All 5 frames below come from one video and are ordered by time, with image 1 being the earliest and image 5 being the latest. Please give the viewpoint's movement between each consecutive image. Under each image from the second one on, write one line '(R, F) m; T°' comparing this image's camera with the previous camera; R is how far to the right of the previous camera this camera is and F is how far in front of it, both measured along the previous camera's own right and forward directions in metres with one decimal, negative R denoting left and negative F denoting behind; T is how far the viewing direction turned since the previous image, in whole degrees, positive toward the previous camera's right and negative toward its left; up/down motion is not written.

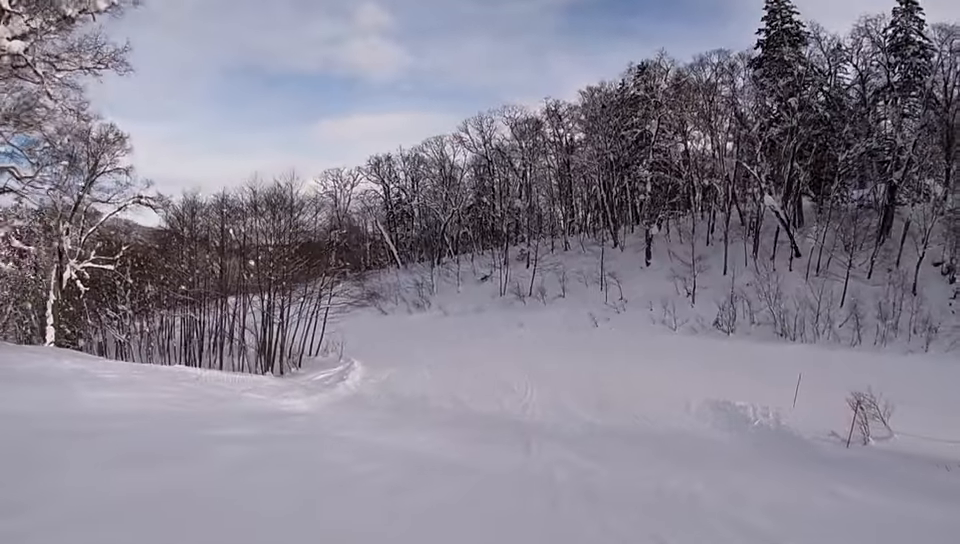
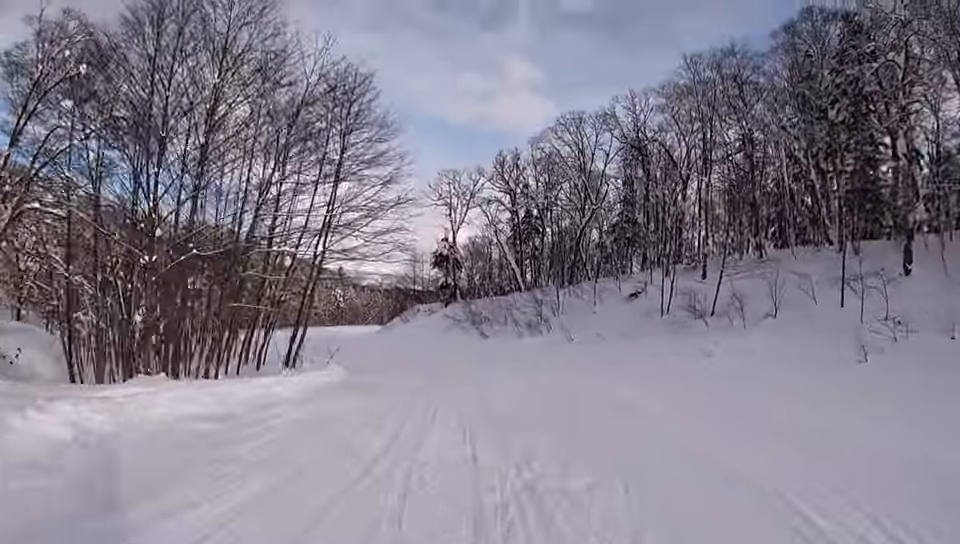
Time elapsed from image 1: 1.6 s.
(-3.3, +17.8) m; -23°
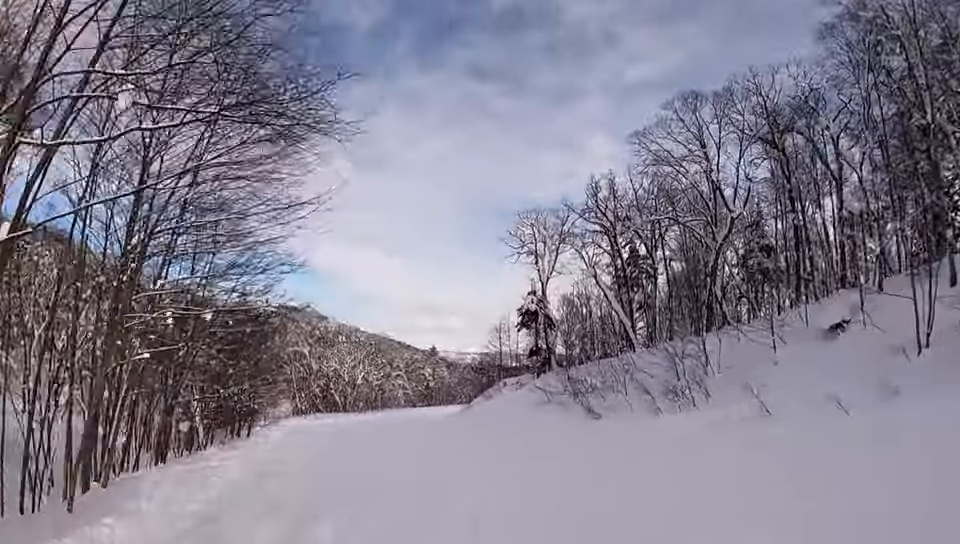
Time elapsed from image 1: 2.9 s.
(-1.9, +14.7) m; -16°
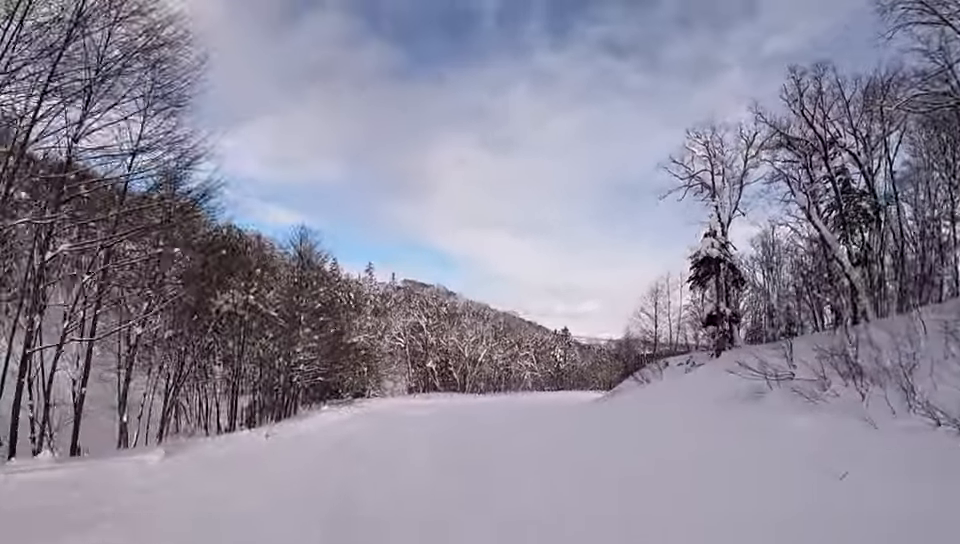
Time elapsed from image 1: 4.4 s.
(-2.7, +15.2) m; -11°
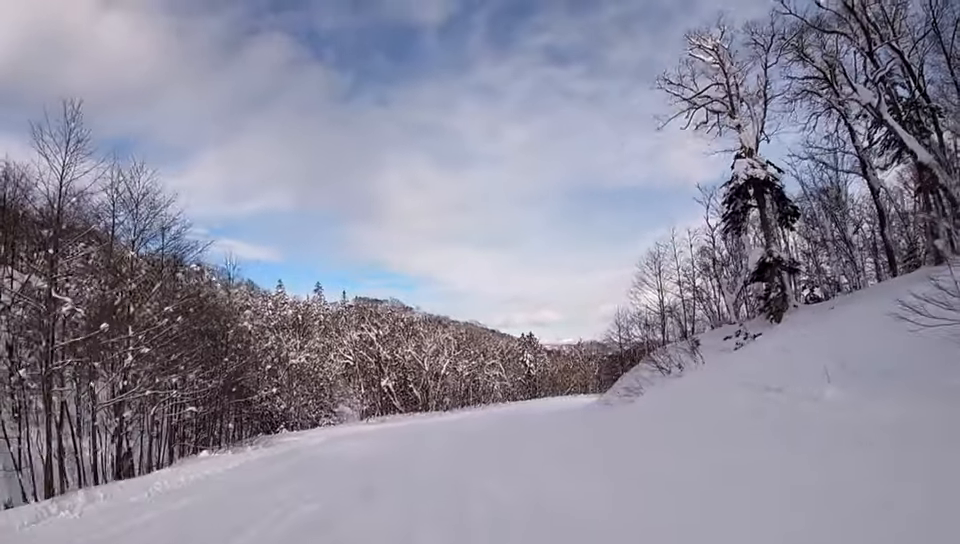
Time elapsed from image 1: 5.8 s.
(+0.2, +13.6) m; 0°
